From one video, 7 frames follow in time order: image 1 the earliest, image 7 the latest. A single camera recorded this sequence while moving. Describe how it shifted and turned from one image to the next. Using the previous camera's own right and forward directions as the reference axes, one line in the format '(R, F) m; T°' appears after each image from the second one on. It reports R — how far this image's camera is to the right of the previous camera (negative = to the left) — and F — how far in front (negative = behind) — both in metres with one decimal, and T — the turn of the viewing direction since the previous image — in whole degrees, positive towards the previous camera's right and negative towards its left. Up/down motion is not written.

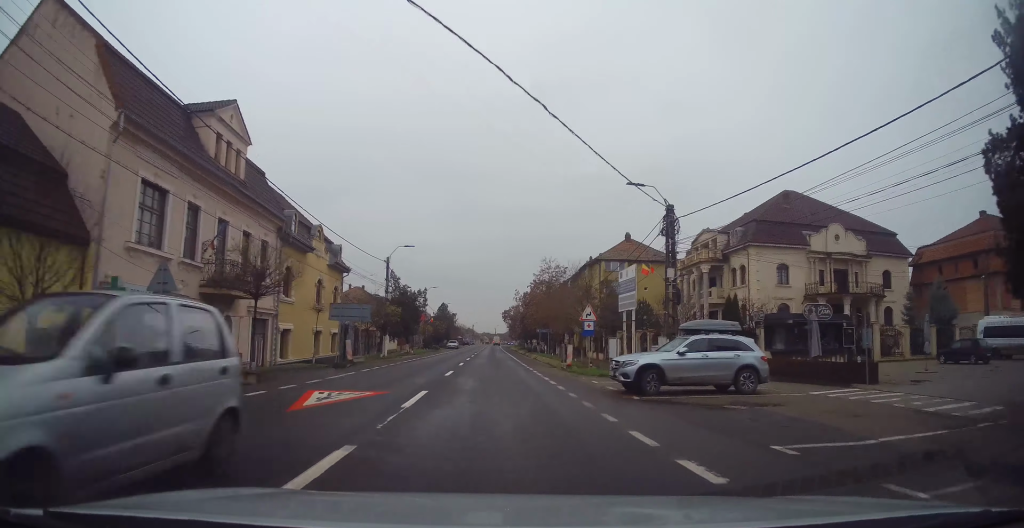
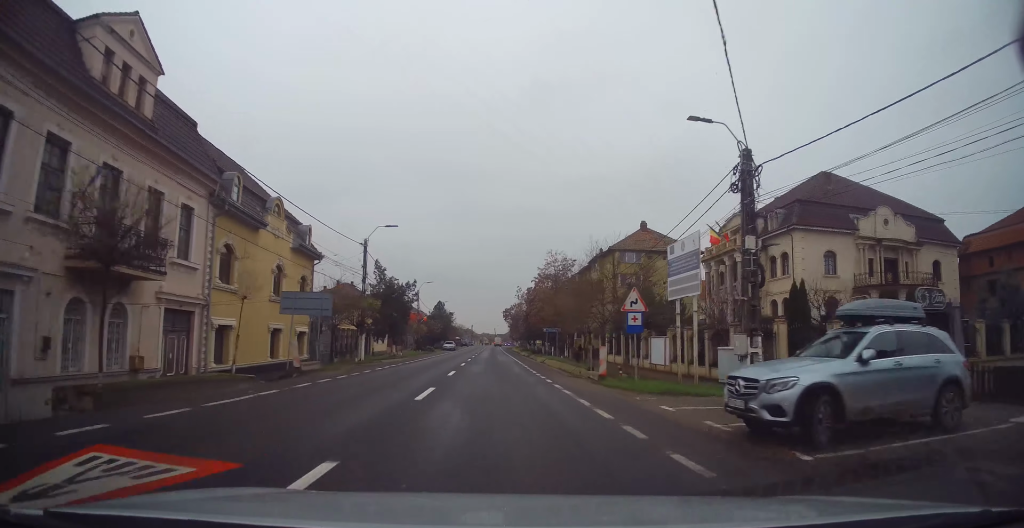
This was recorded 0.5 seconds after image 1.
(0.0, +8.1) m; 0°
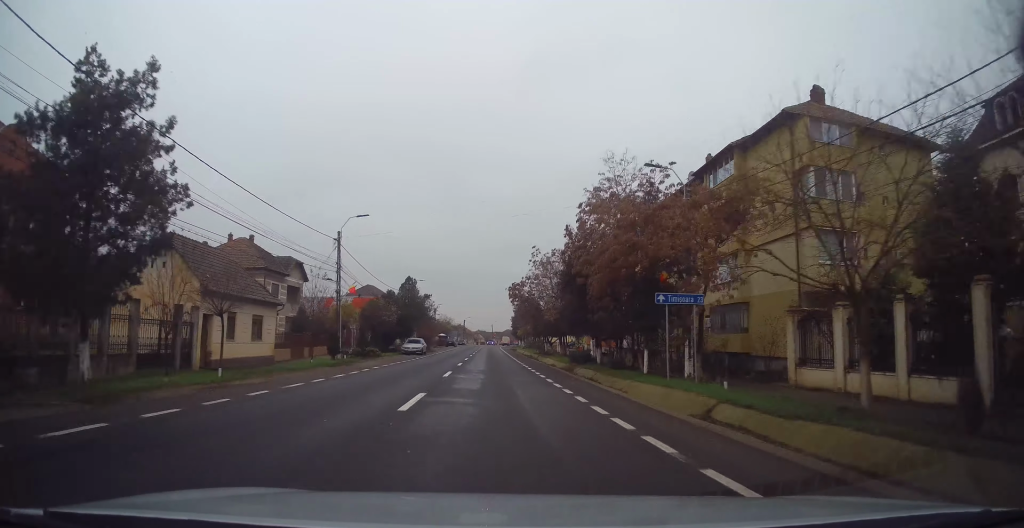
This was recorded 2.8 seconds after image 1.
(+0.4, +37.4) m; +1°
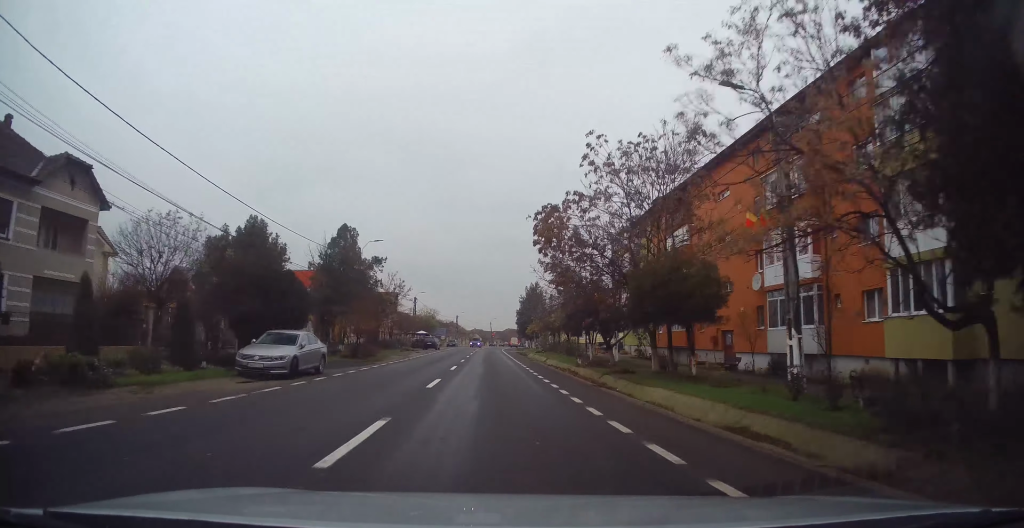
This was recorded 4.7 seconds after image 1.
(0.0, +30.5) m; 0°
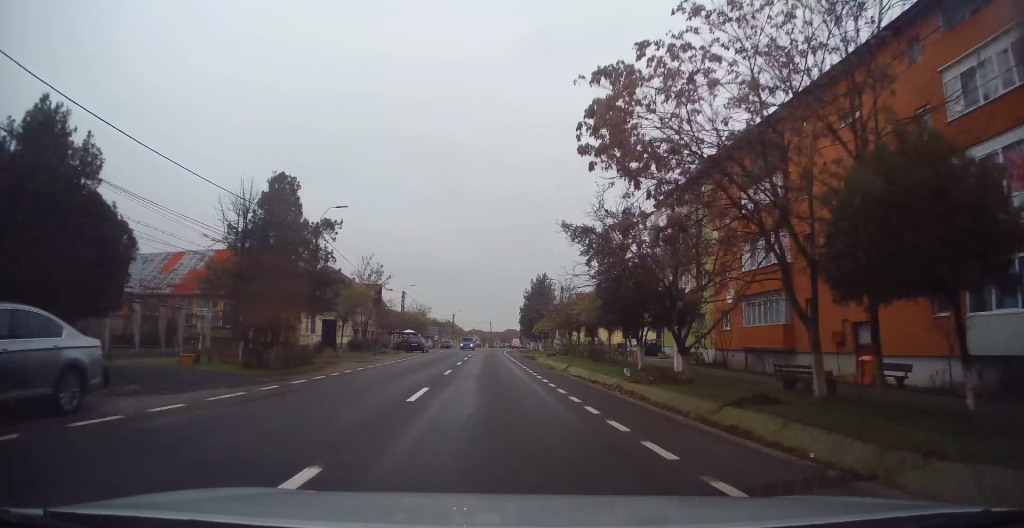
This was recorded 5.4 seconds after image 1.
(0.0, +12.6) m; 0°
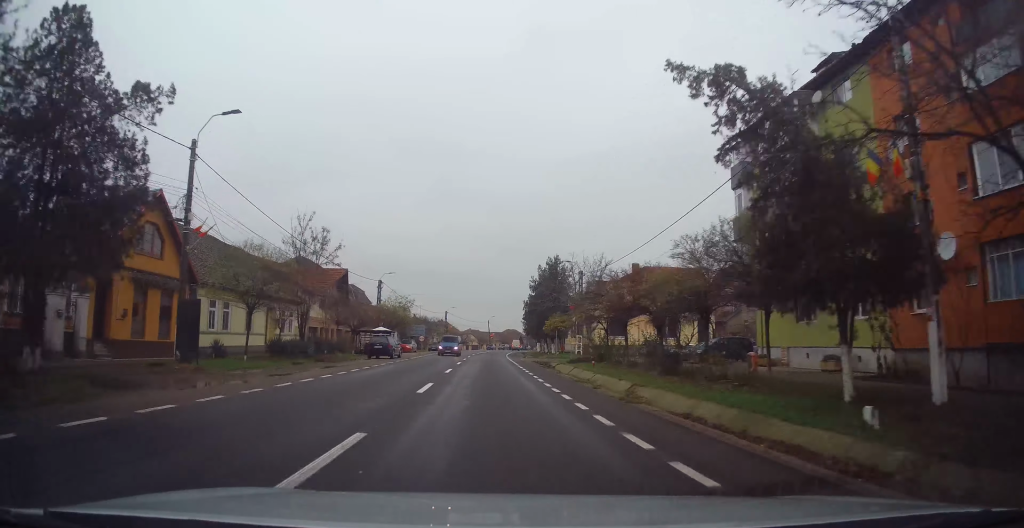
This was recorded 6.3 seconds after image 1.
(0.0, +15.7) m; 0°
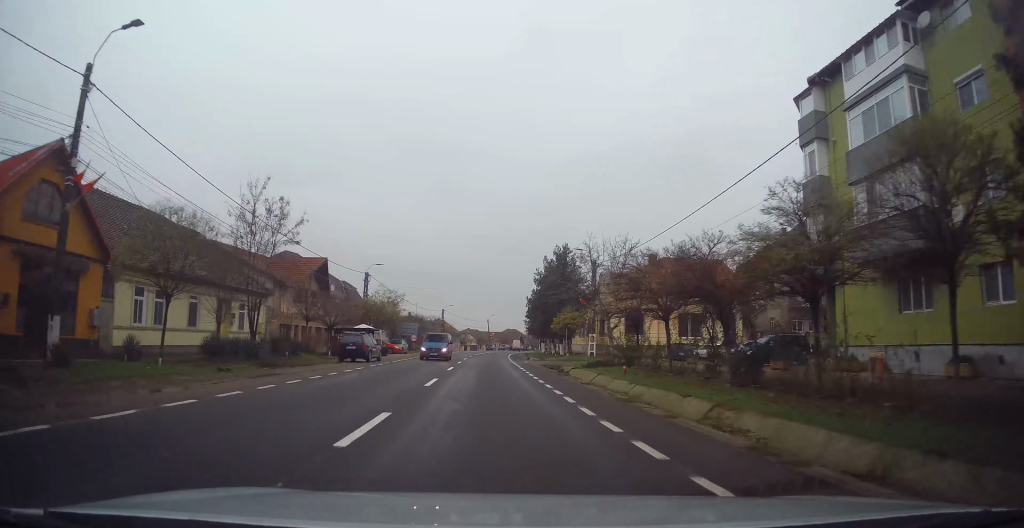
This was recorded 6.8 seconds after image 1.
(0.0, +7.1) m; 0°
